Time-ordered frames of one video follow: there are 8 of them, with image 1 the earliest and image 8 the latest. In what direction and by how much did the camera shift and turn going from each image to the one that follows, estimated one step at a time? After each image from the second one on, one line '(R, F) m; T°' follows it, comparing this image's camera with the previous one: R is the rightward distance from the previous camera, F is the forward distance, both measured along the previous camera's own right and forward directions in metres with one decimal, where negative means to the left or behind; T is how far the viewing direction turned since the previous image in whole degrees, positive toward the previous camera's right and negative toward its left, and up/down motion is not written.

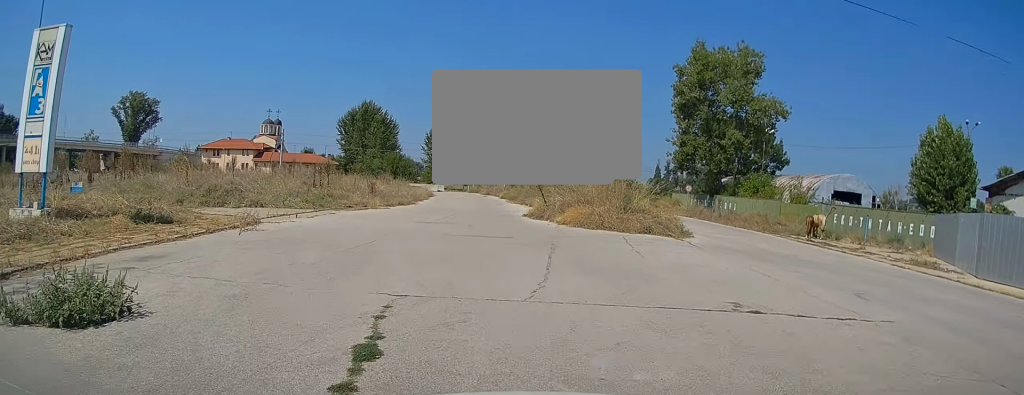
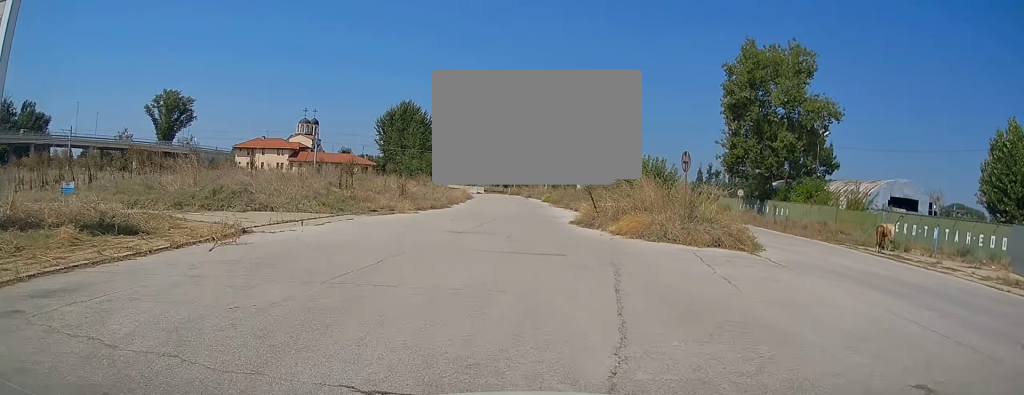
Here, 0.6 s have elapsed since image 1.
(-0.1, +3.1) m; -3°
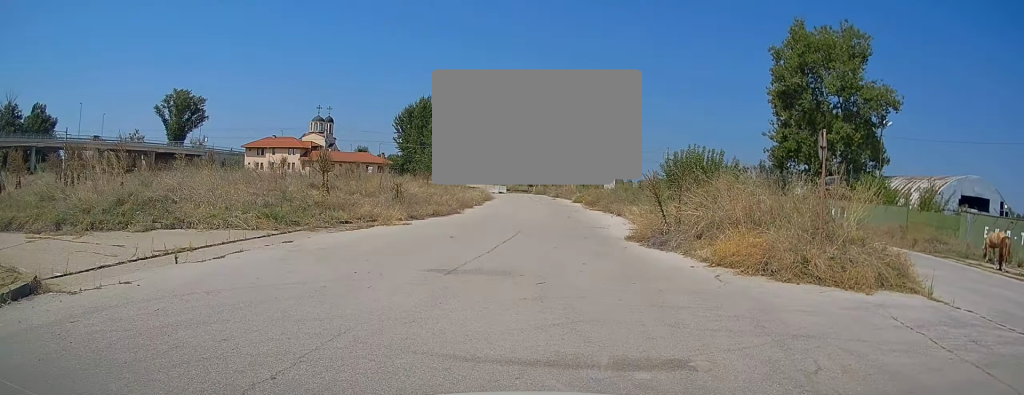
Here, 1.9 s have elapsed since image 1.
(-0.3, +7.5) m; -6°
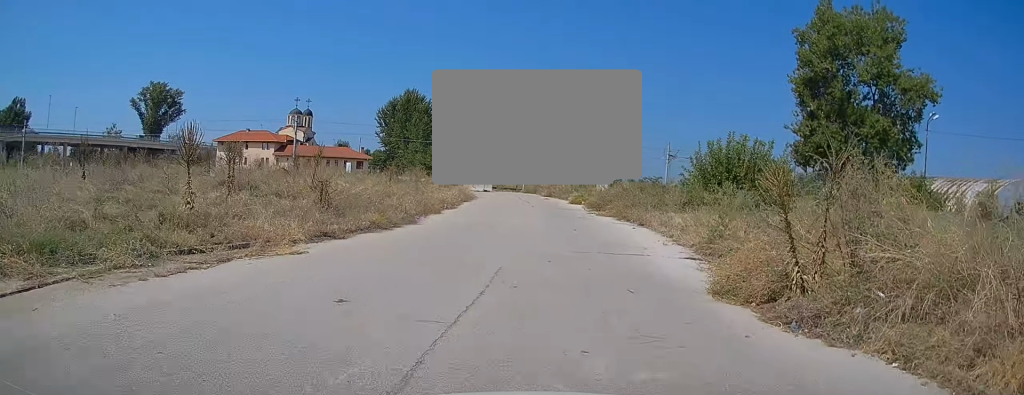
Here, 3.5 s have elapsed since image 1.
(-0.3, +8.5) m; -2°
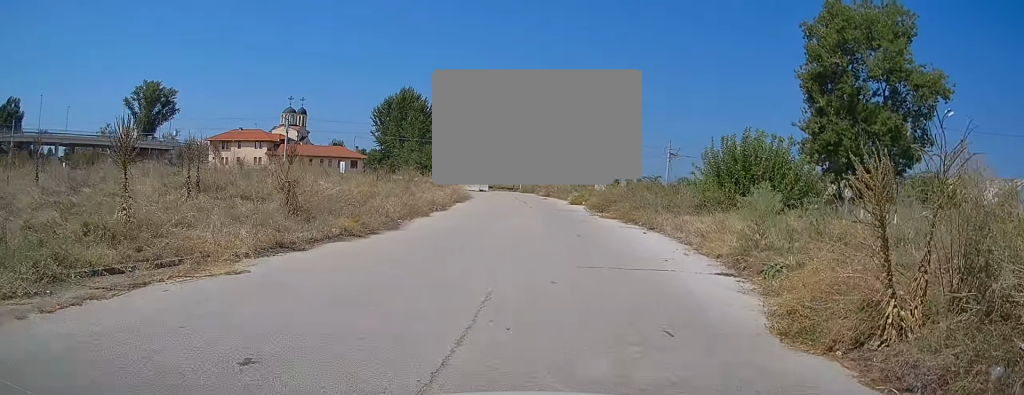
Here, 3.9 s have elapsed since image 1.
(0.0, +2.3) m; 0°
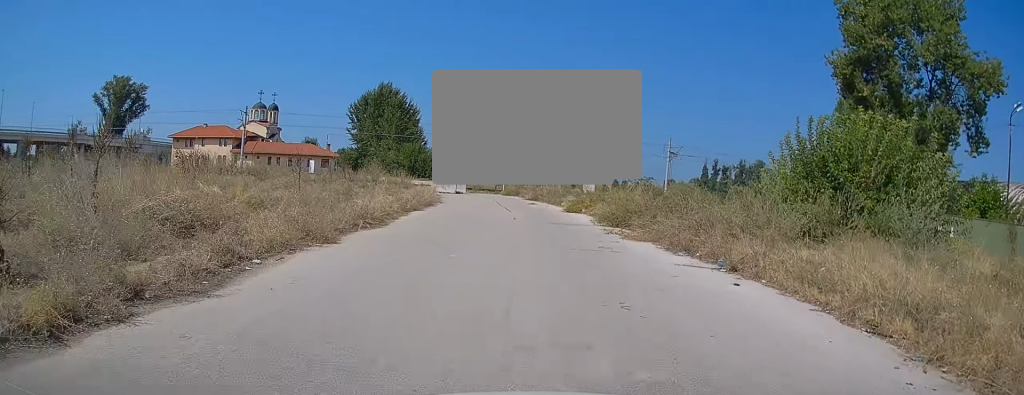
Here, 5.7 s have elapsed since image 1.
(0.0, +9.0) m; +2°
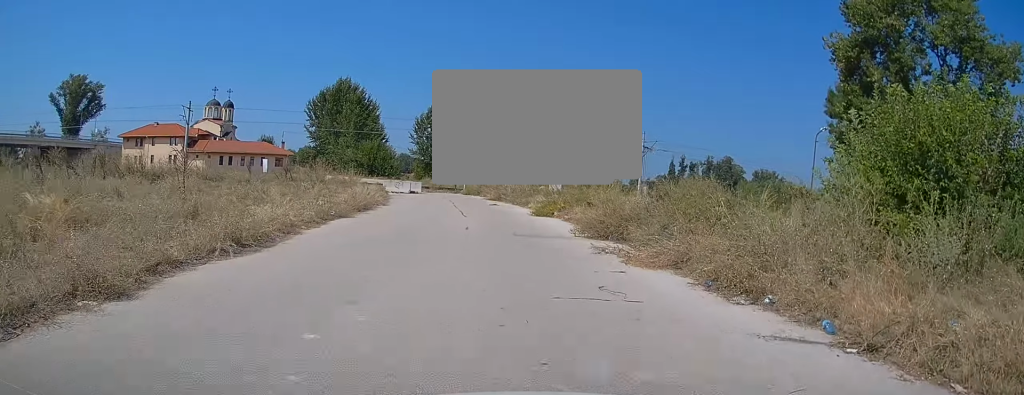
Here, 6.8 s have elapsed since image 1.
(+0.3, +5.6) m; +7°
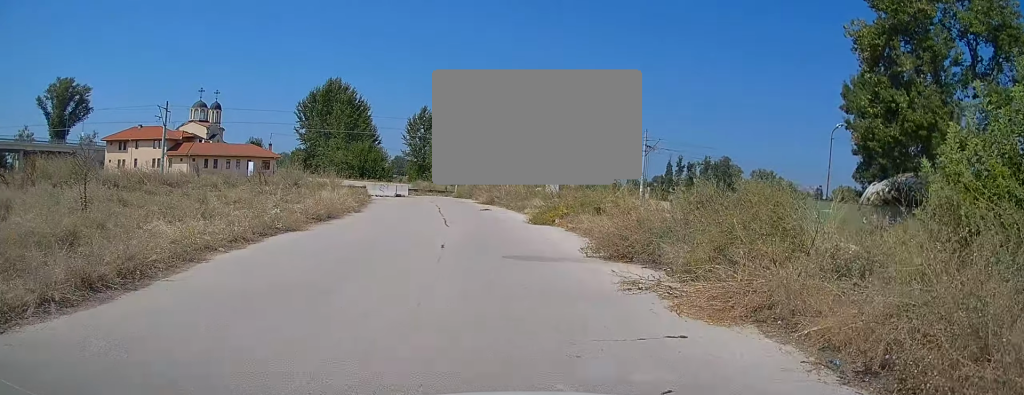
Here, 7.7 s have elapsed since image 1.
(+0.3, +4.1) m; +2°
